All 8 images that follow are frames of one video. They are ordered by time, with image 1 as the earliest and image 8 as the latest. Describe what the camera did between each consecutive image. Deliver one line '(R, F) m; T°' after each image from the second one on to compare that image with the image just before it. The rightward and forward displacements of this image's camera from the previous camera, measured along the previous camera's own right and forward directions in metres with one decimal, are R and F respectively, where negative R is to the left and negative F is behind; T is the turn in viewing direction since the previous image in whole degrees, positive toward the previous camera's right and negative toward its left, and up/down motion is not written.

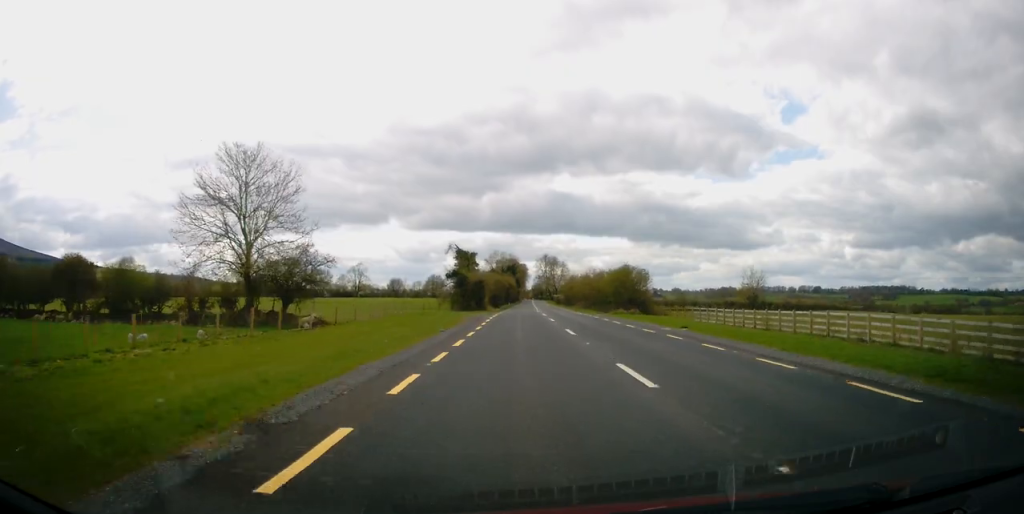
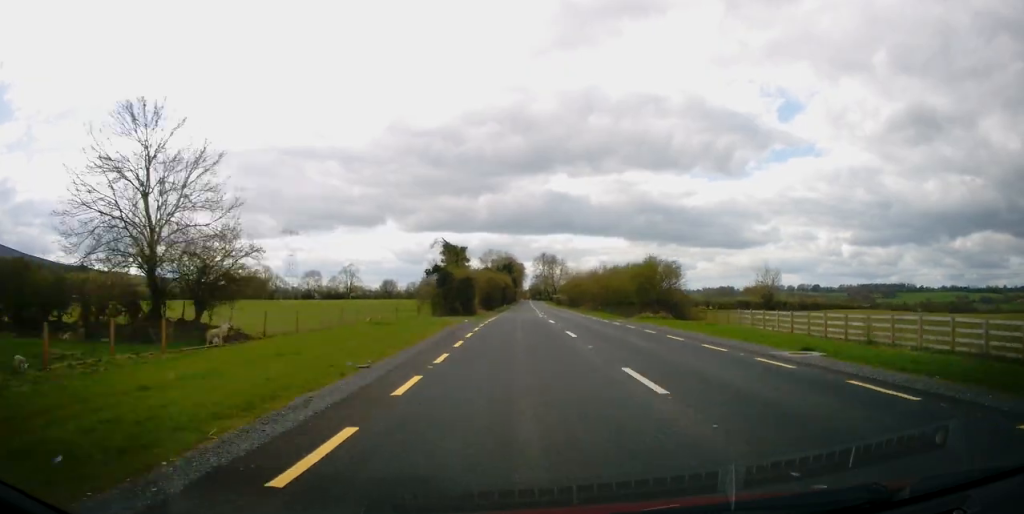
(0.0, +12.3) m; 0°
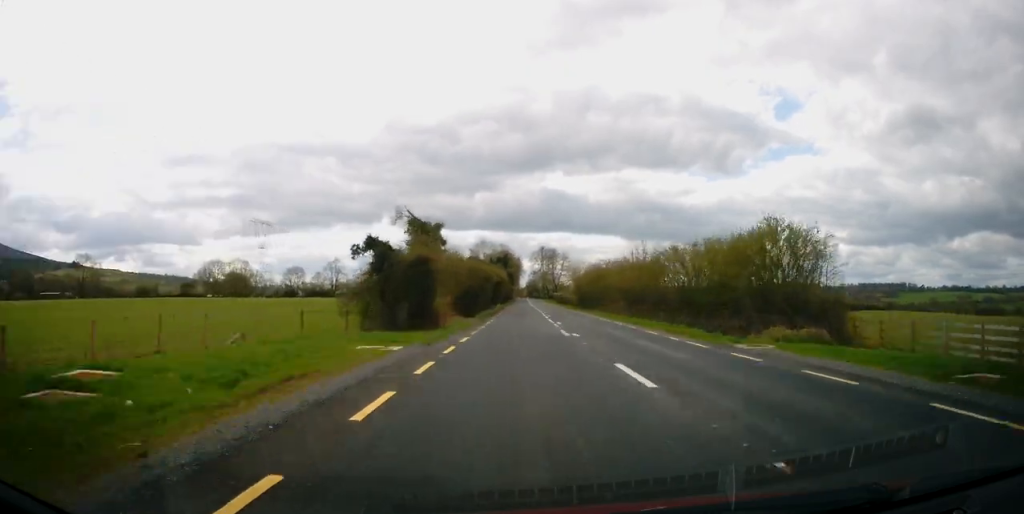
(0.0, +22.8) m; 0°
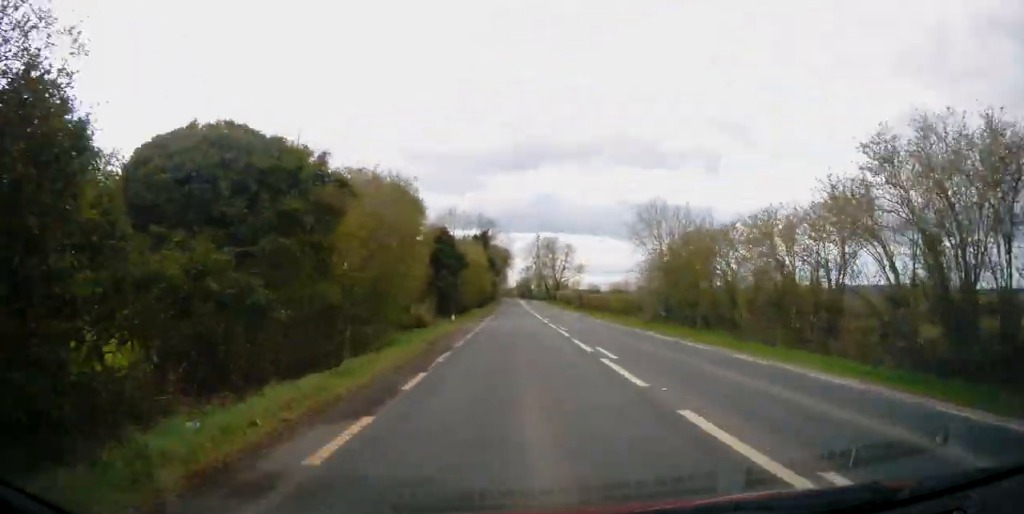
(+0.9, +51.6) m; +2°
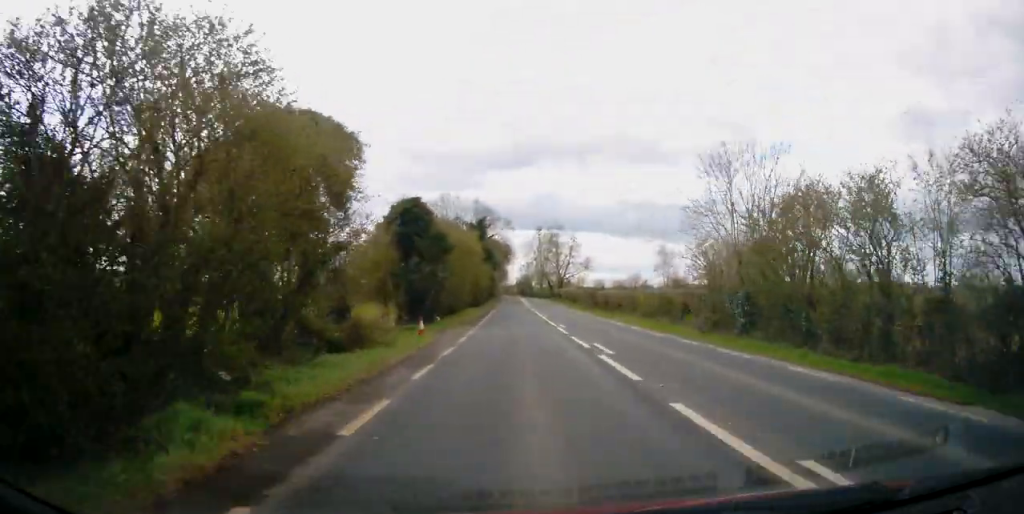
(0.0, +11.4) m; 0°
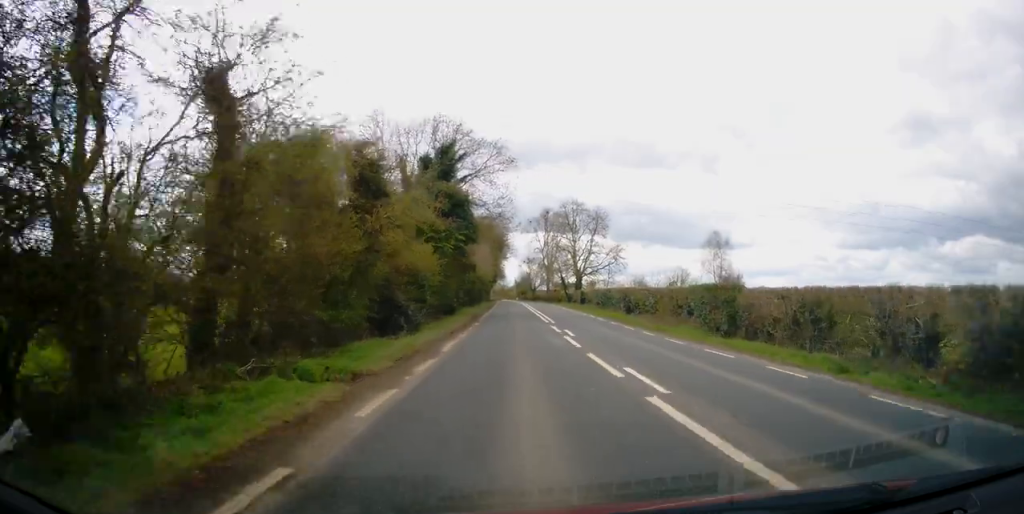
(+0.1, +40.0) m; 0°
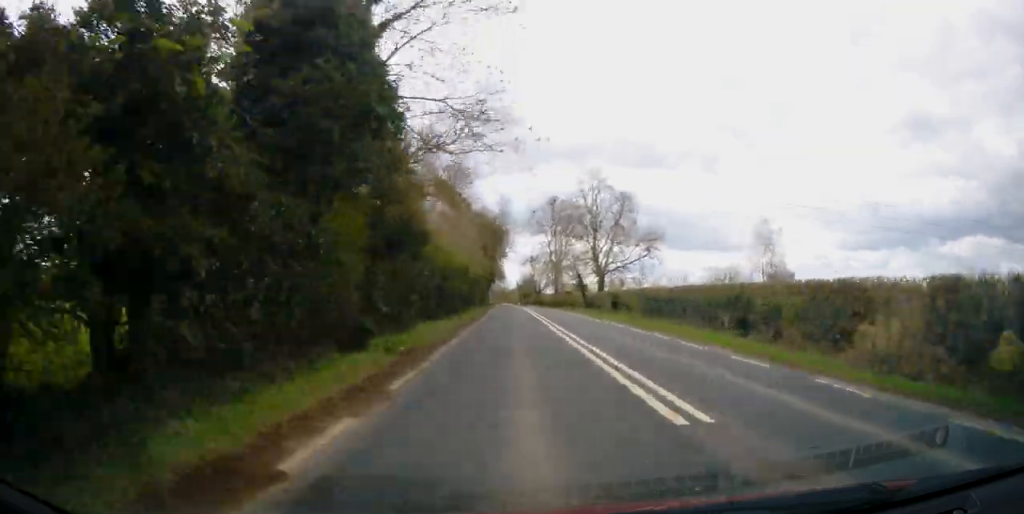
(-0.1, +22.5) m; 0°
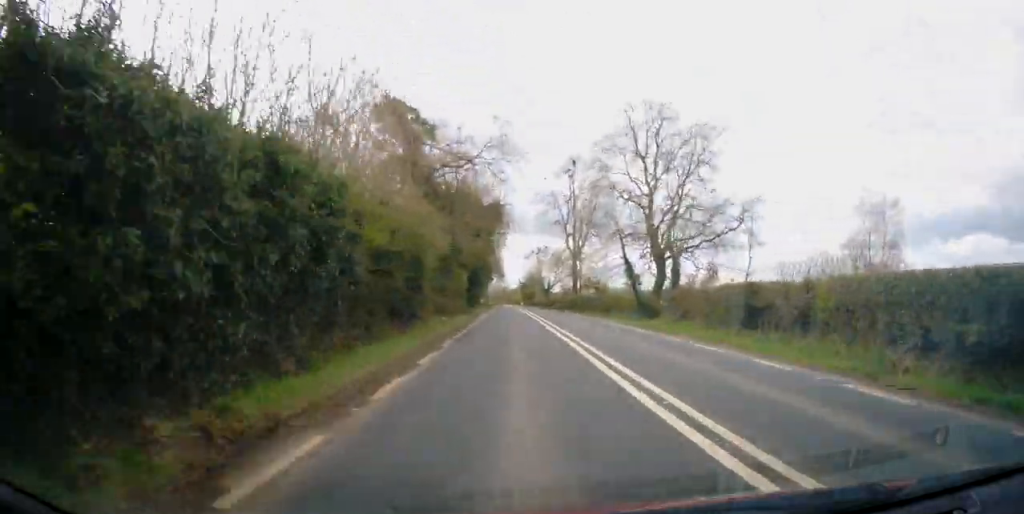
(-0.1, +29.4) m; -1°
